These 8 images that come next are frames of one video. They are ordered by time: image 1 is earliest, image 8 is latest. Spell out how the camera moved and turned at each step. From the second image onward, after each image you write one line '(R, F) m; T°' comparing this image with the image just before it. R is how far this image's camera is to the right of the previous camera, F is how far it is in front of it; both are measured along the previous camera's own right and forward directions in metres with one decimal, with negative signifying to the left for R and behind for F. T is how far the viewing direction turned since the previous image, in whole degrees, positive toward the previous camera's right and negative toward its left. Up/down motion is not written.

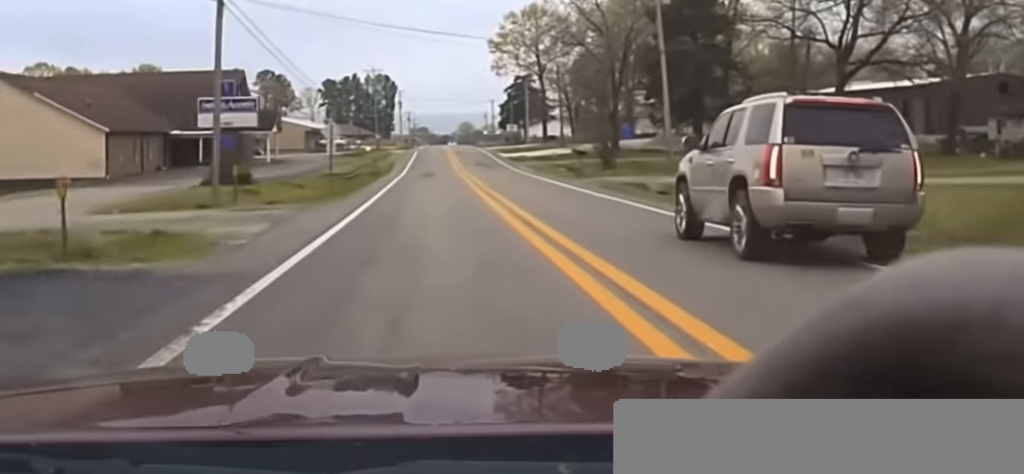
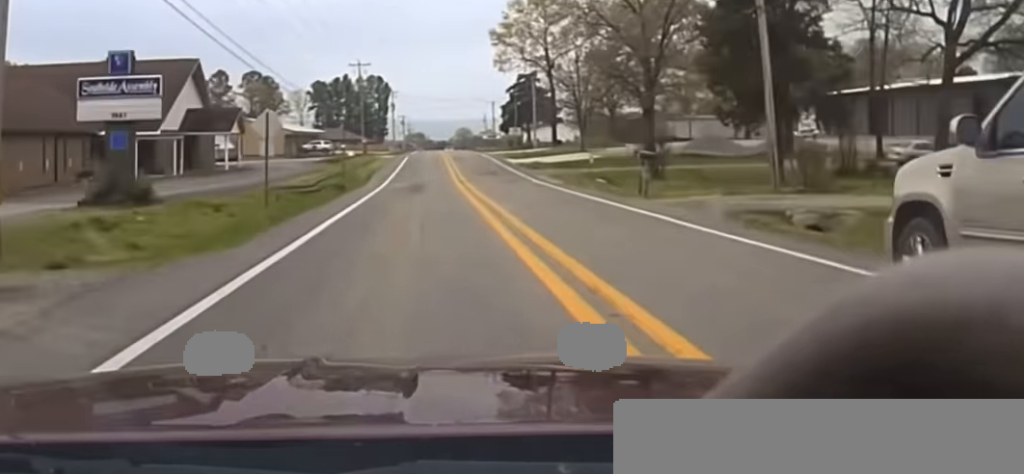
(0.0, +17.7) m; 0°
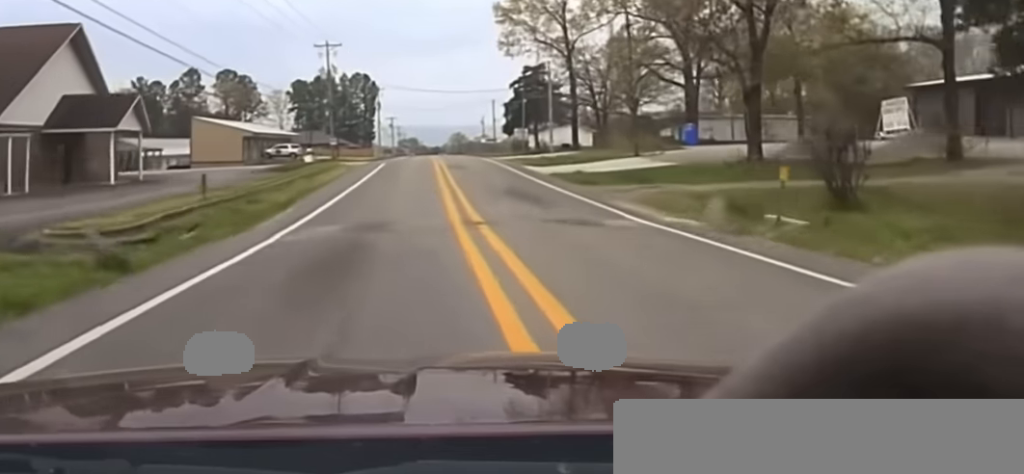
(0.0, +24.5) m; 0°
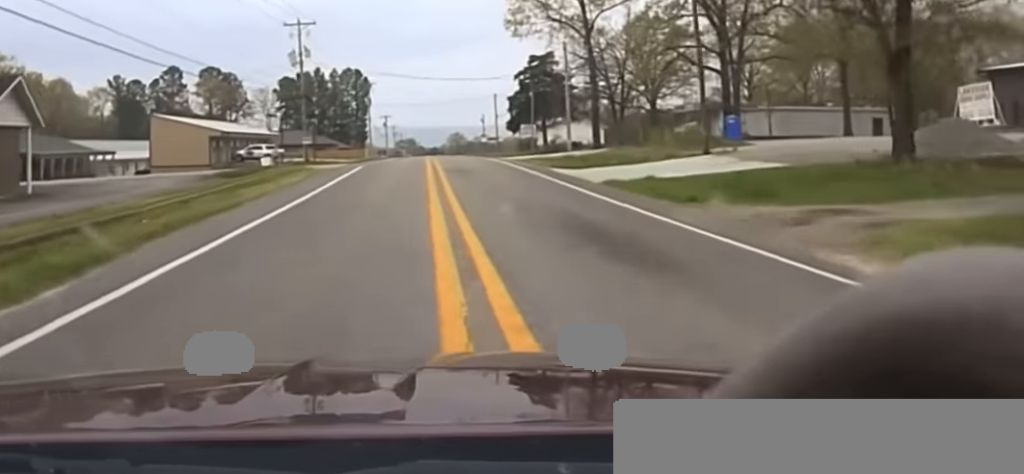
(+0.1, +15.5) m; 0°
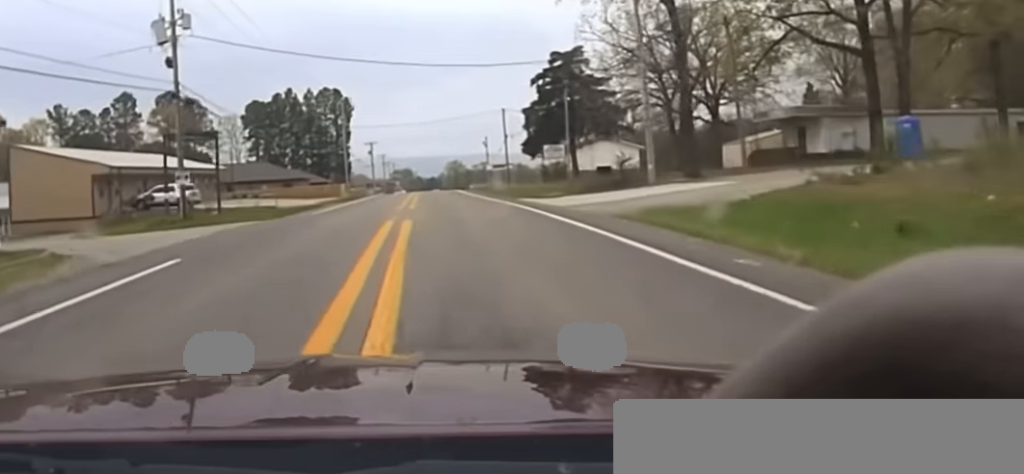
(+0.2, +33.4) m; 0°
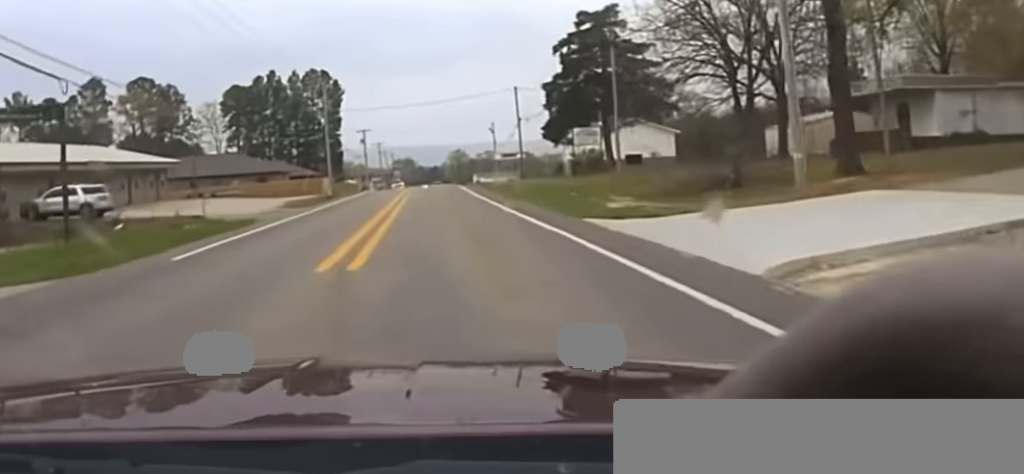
(+0.1, +21.4) m; 0°
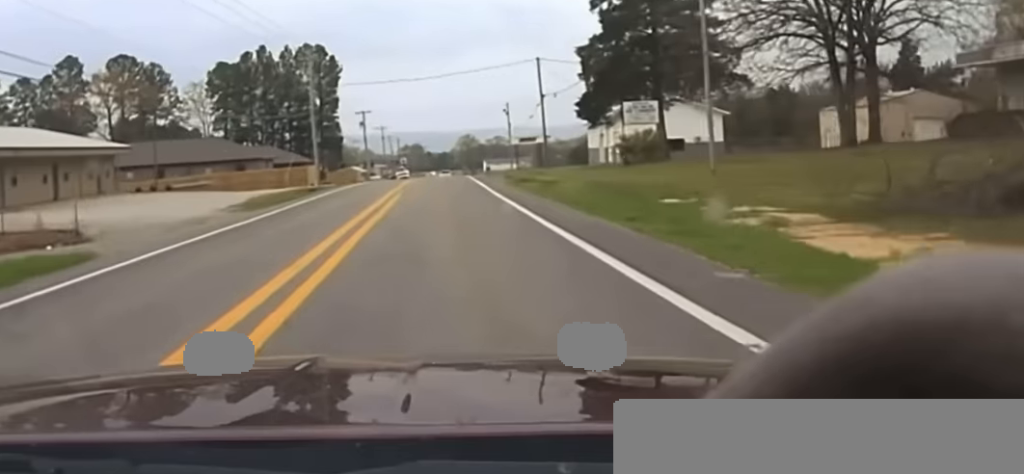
(-0.1, +19.4) m; 0°
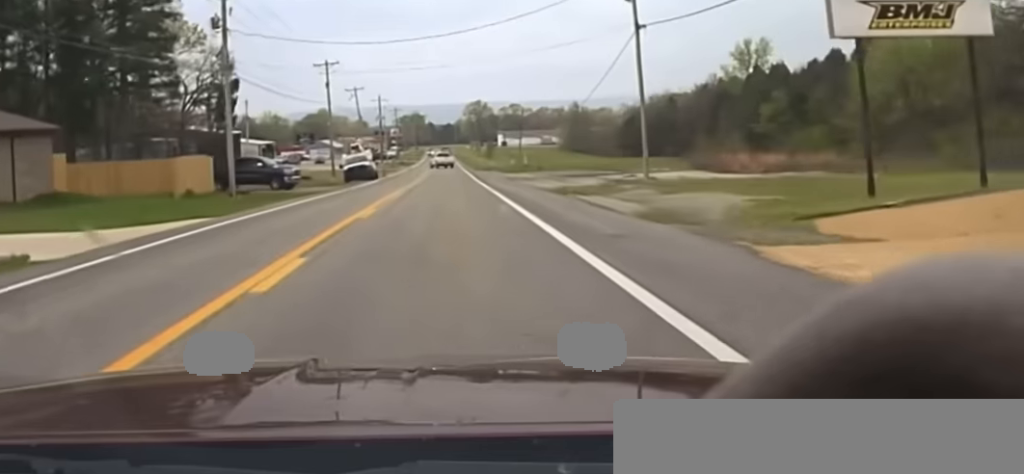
(-0.9, +98.9) m; -1°
